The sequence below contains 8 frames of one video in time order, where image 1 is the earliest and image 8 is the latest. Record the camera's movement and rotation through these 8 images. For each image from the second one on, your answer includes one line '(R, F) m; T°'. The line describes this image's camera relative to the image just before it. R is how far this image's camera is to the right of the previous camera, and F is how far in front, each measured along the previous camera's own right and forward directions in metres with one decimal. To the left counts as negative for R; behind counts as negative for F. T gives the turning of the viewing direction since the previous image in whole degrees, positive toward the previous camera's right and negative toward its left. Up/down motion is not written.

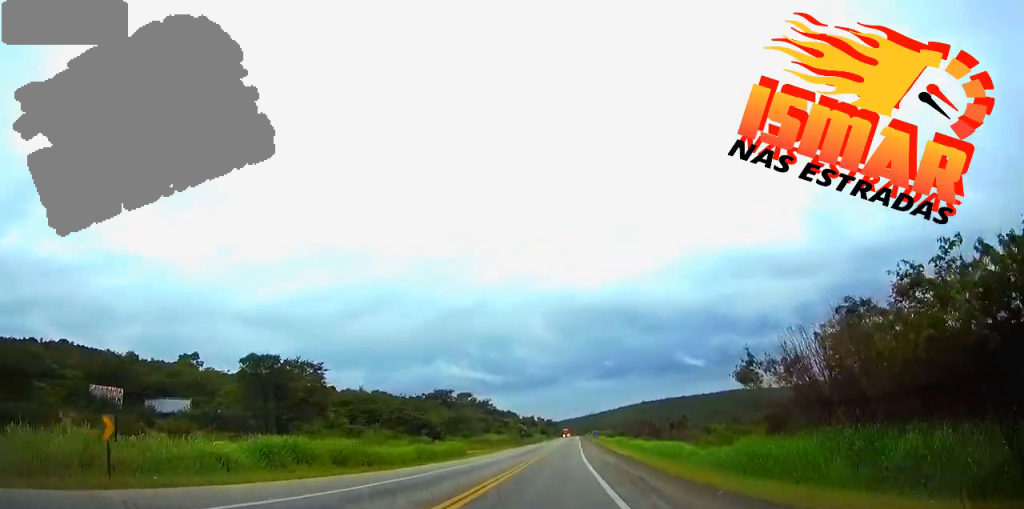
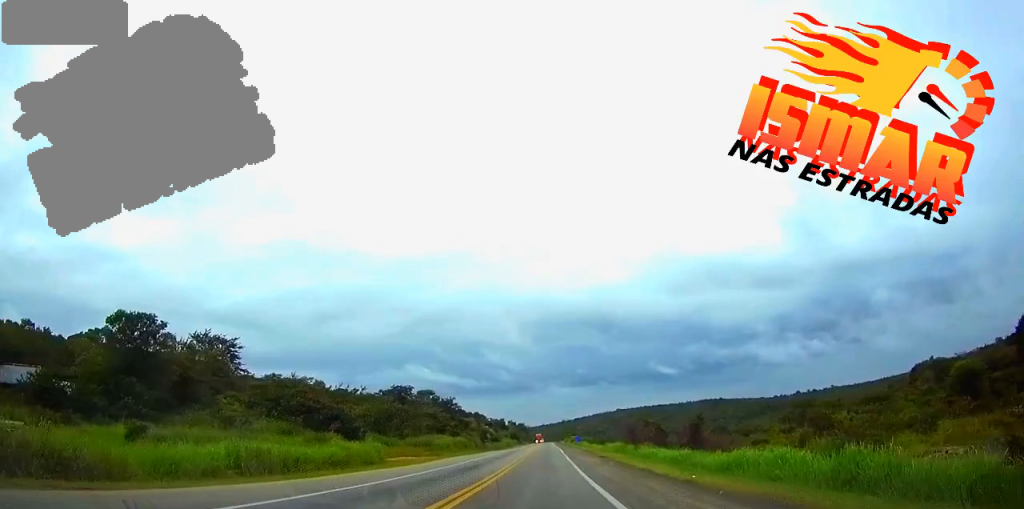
(+0.9, +32.1) m; +2°
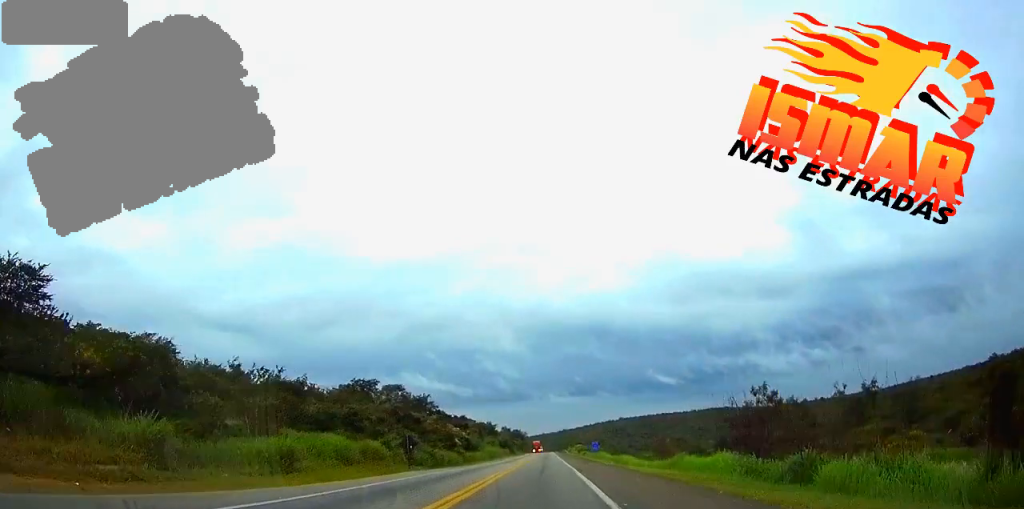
(+0.2, +52.7) m; 0°
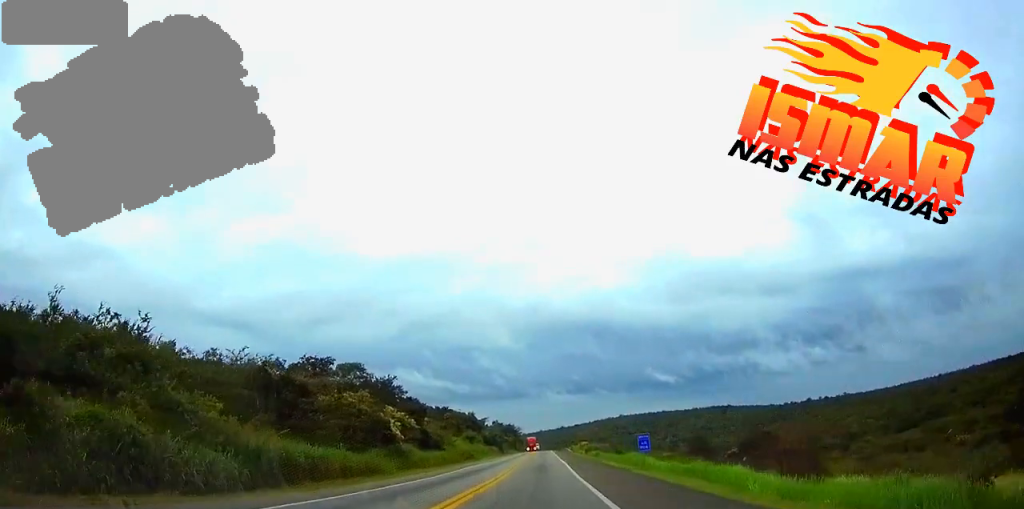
(0.0, +42.1) m; 0°
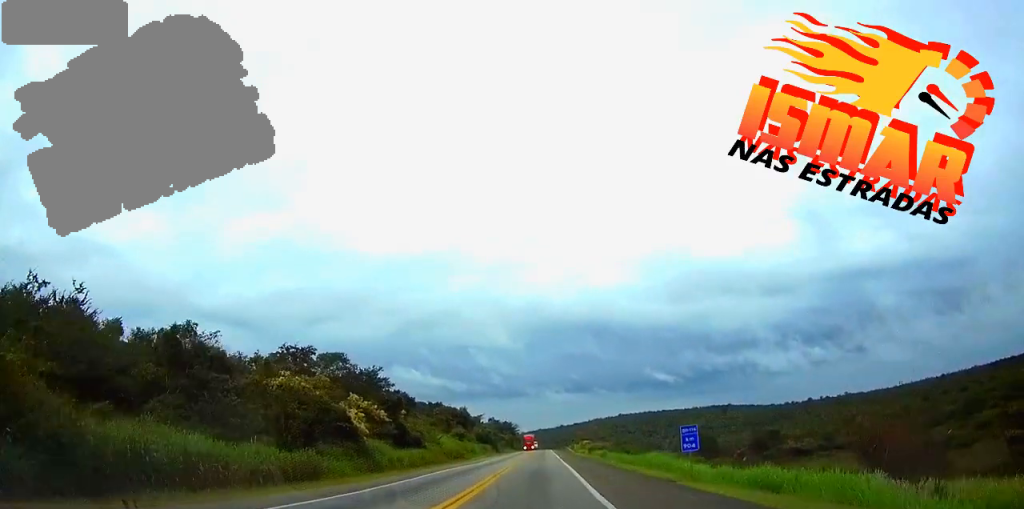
(0.0, +13.0) m; 0°
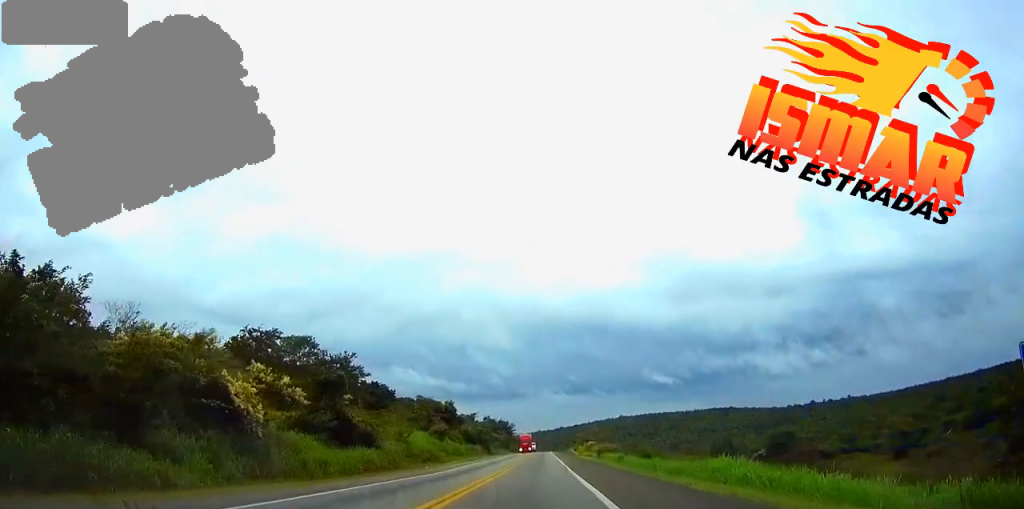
(0.0, +20.6) m; 0°
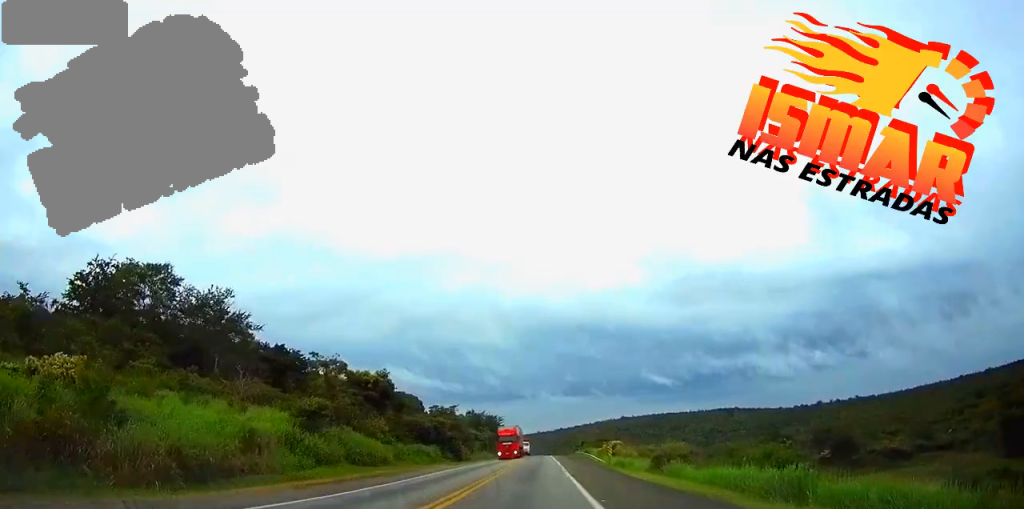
(+0.2, +50.9) m; 0°
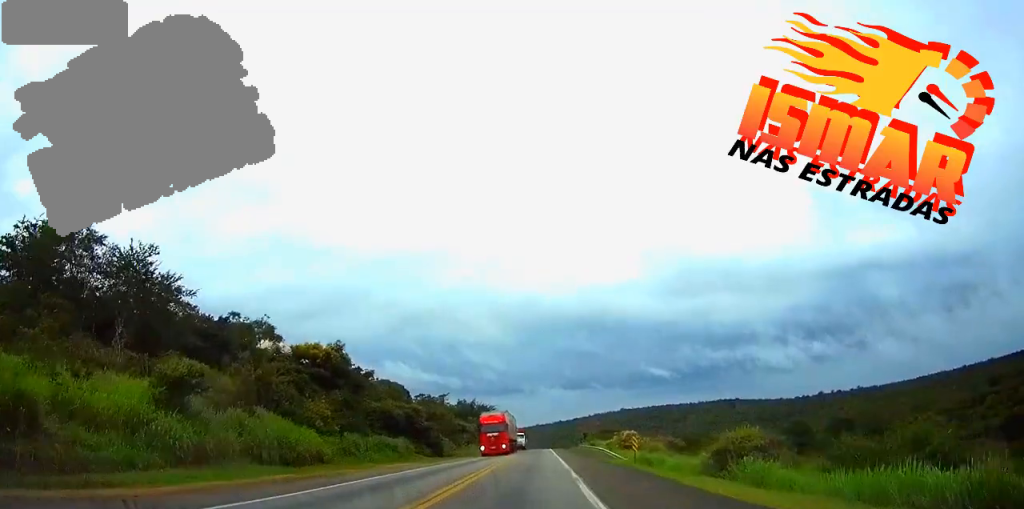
(0.0, +16.2) m; 0°
